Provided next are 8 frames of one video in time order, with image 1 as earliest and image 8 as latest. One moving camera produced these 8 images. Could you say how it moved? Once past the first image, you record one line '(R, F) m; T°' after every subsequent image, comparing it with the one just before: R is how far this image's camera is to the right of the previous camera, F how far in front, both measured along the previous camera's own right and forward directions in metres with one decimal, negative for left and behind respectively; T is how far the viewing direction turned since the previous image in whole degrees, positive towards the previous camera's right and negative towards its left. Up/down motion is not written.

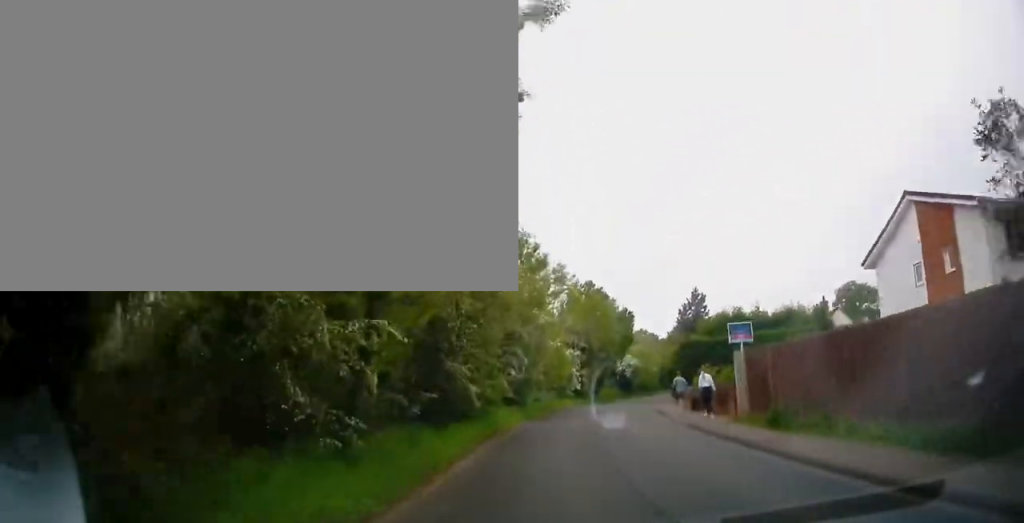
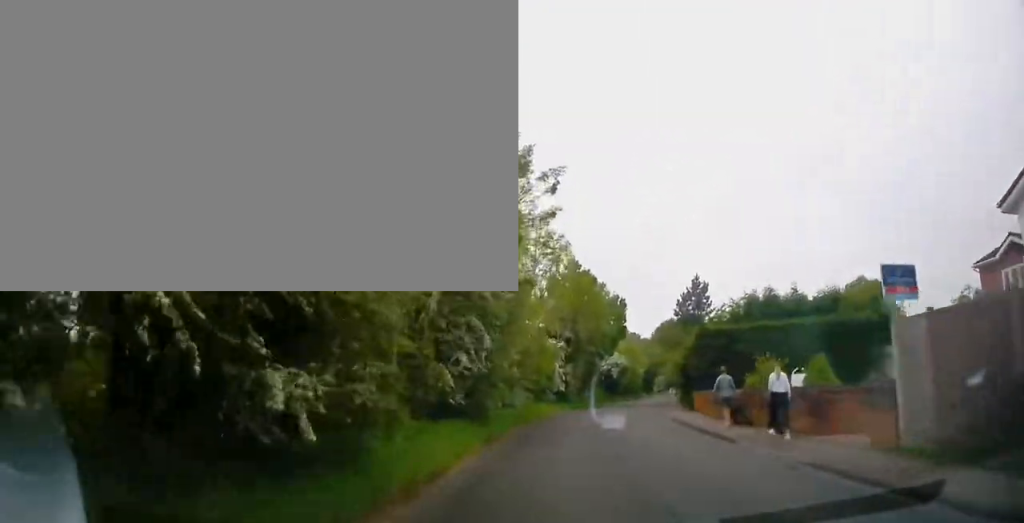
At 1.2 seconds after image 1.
(+0.5, +10.1) m; +7°
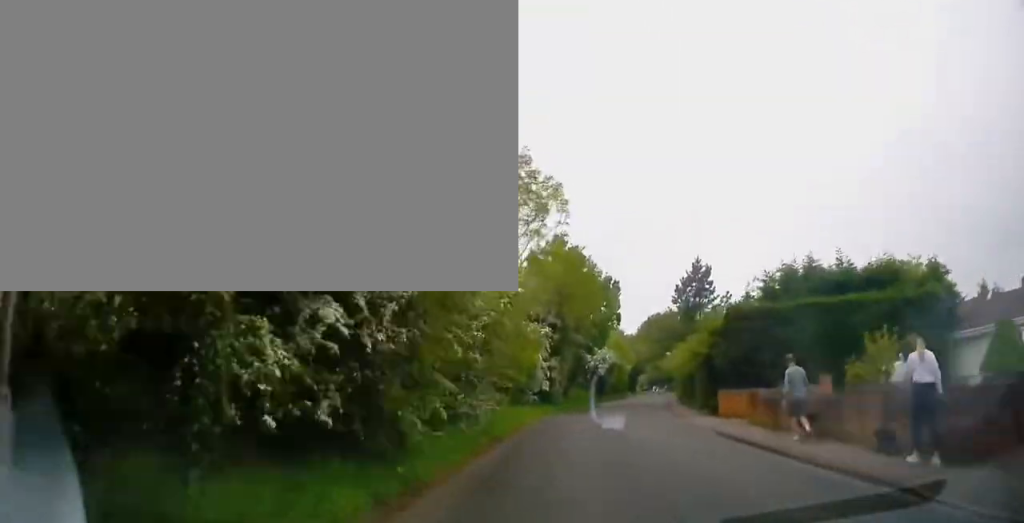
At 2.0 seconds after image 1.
(+0.4, +7.6) m; +5°
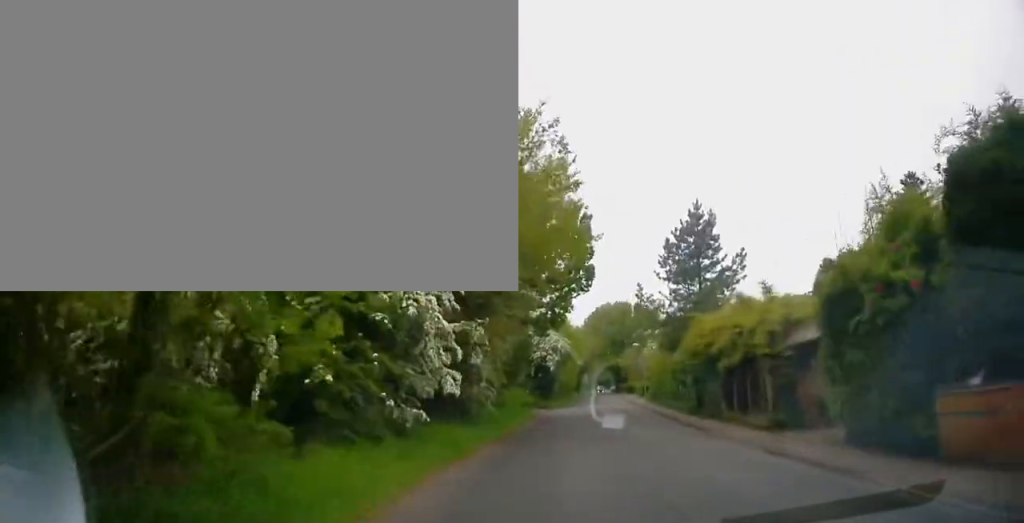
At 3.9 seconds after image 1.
(+0.2, +16.3) m; +5°
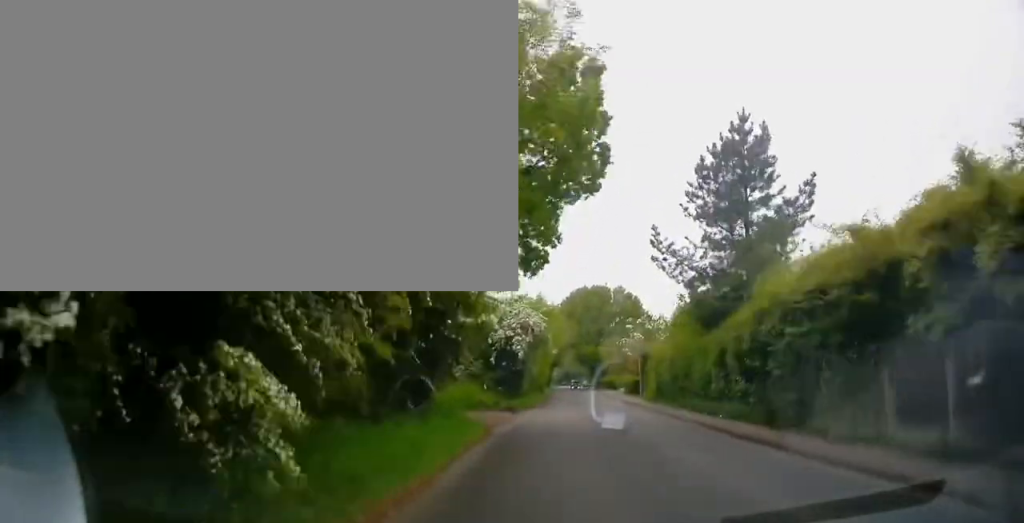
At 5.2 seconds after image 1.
(+1.5, +12.5) m; +7°
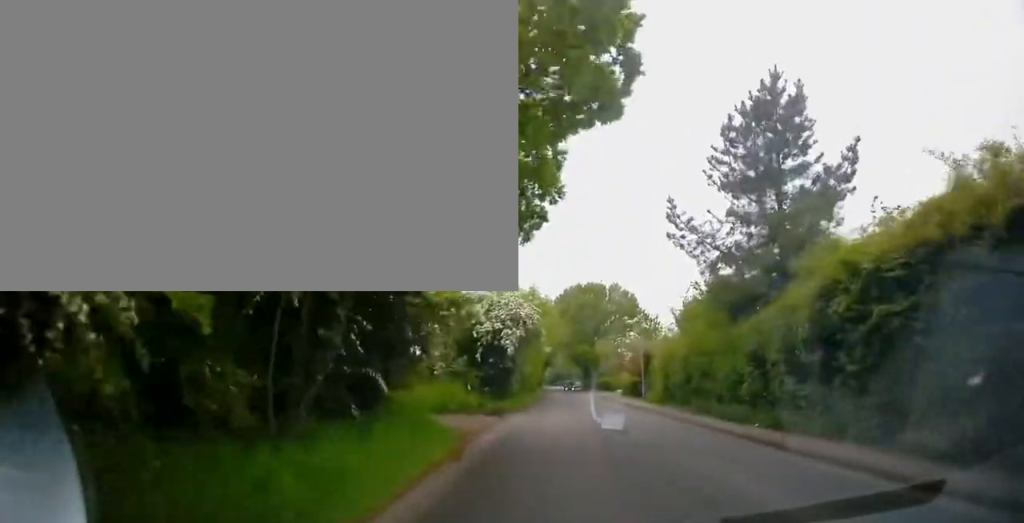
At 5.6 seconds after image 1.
(0.0, +3.9) m; 0°
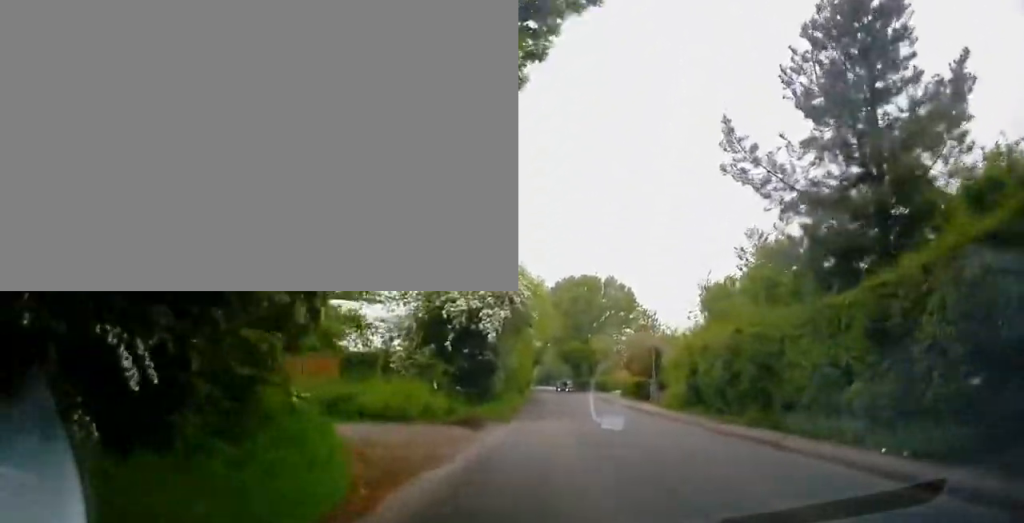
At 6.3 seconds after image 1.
(0.0, +6.6) m; -1°
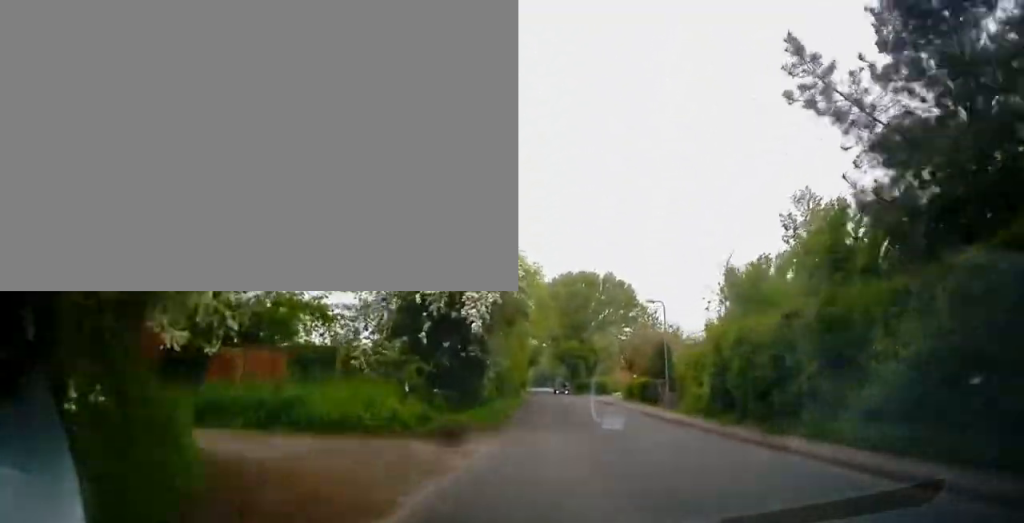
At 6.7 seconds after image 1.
(+0.1, +4.0) m; -1°
